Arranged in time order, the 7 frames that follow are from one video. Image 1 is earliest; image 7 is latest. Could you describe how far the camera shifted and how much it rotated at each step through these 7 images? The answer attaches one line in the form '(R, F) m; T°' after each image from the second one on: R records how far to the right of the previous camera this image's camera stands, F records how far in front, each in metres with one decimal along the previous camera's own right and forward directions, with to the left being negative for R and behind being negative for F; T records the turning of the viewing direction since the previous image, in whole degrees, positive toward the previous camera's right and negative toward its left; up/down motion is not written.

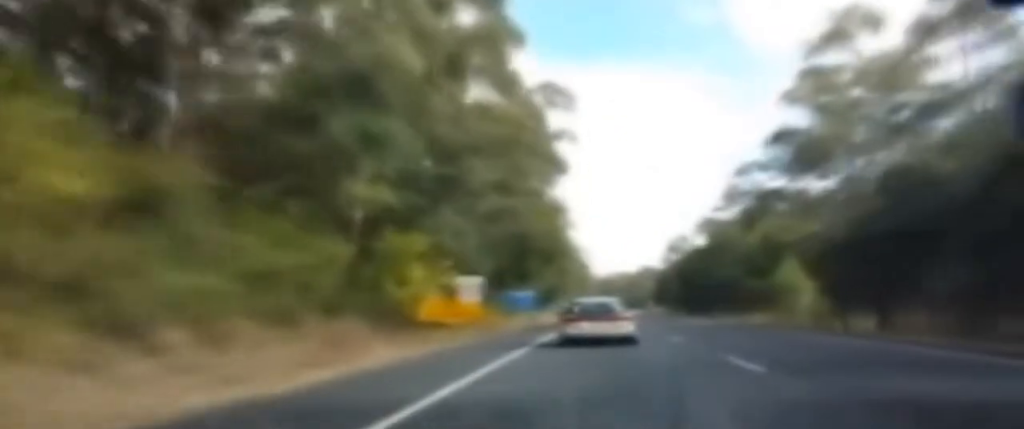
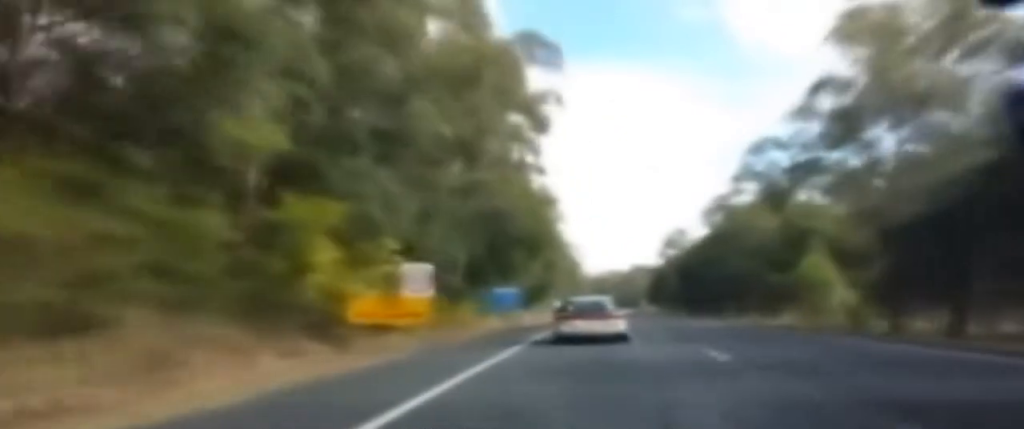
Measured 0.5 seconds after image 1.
(-0.1, +9.8) m; -1°
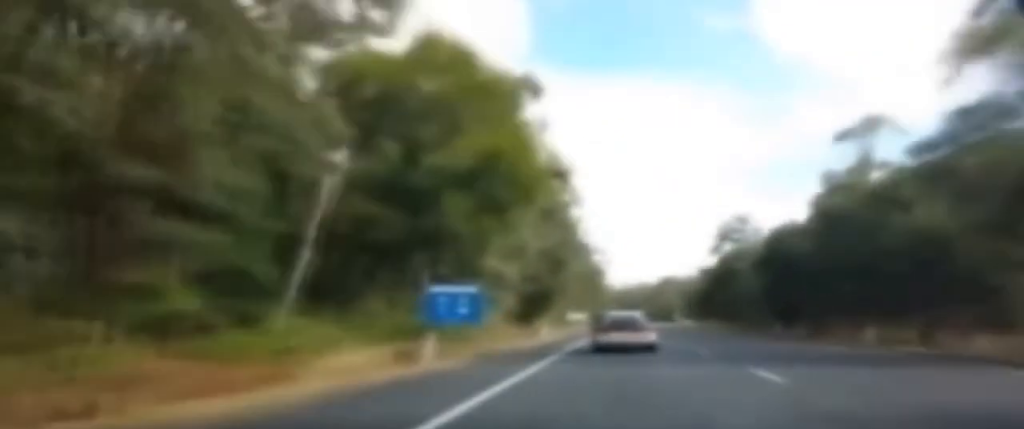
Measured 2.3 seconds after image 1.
(-0.7, +37.9) m; -1°
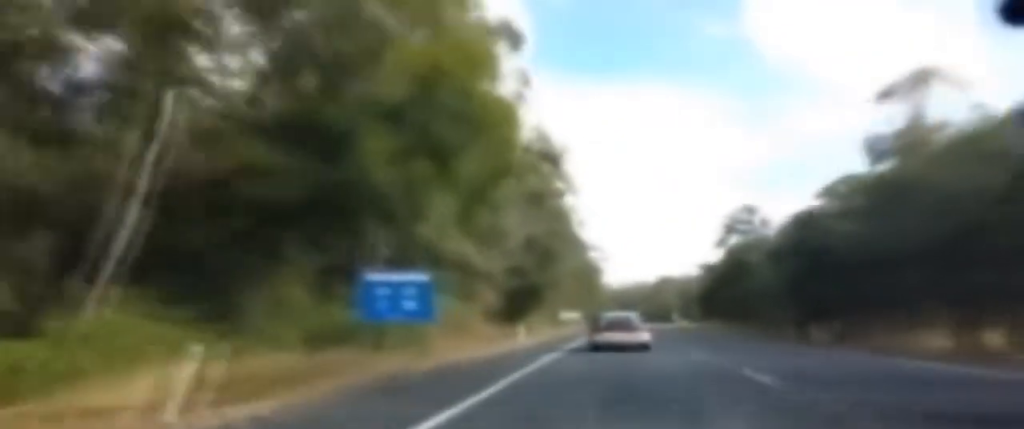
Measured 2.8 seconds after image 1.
(+0.4, +11.3) m; -1°
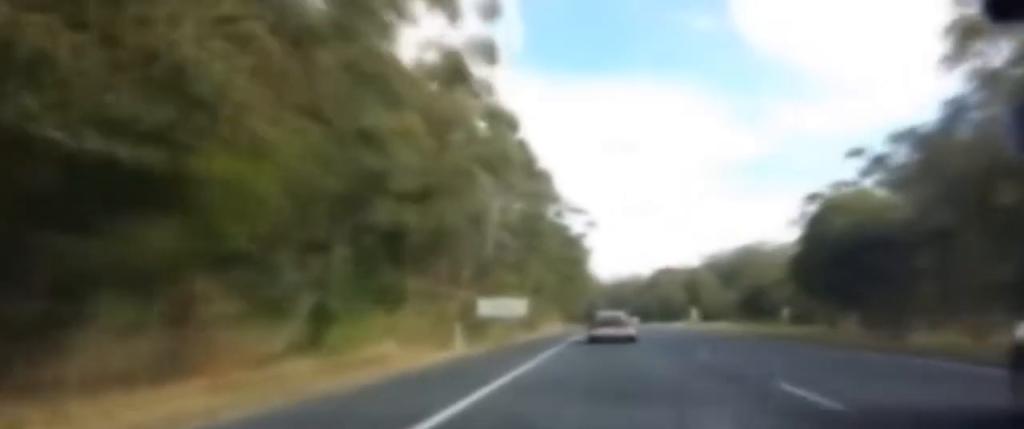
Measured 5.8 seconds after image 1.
(+3.6, +62.9) m; +6°
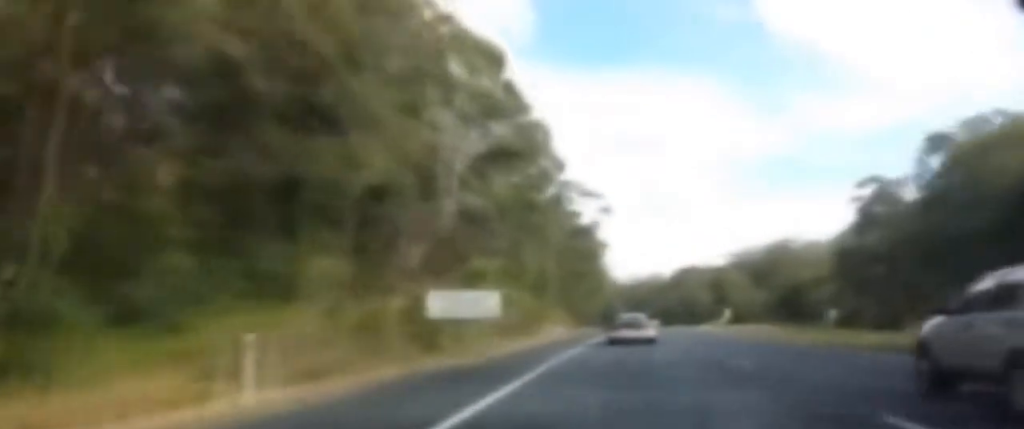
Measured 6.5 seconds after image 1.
(-0.2, +15.8) m; -1°
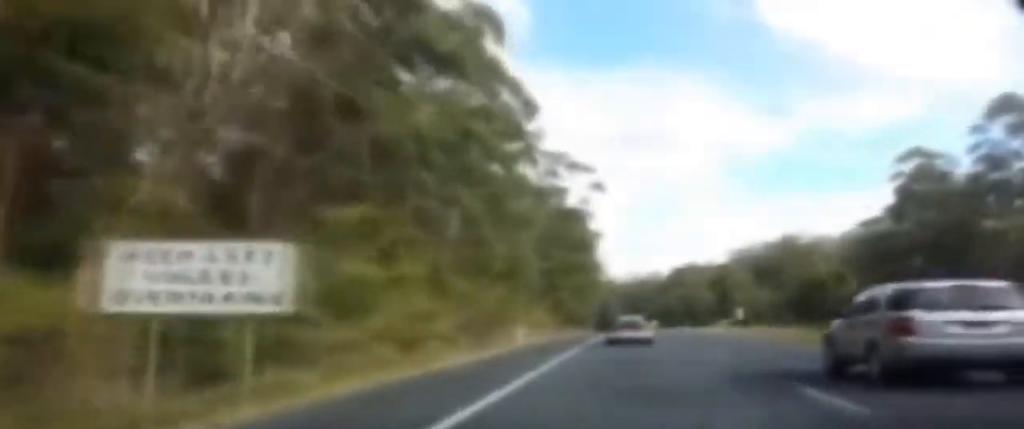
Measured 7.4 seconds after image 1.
(-0.4, +20.1) m; -1°
